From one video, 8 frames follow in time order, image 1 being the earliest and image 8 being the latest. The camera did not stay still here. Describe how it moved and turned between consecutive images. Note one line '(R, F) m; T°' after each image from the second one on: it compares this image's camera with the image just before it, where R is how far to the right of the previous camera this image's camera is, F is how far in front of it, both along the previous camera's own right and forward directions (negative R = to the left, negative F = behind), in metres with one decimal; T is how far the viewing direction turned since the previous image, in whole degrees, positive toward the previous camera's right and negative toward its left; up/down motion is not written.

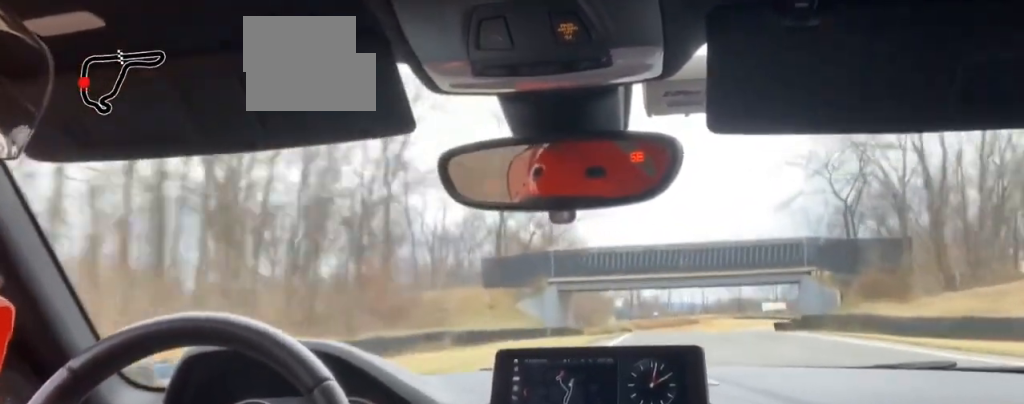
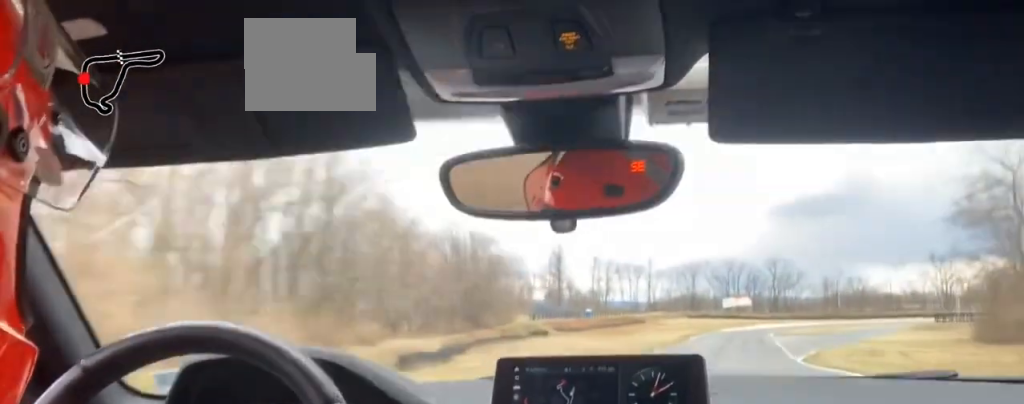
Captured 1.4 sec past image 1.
(0.0, +65.3) m; +1°
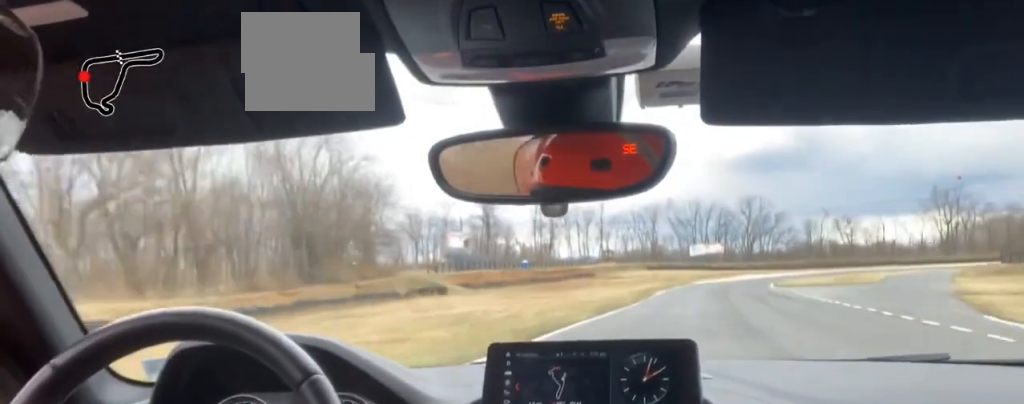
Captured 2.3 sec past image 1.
(+0.9, +40.7) m; +2°
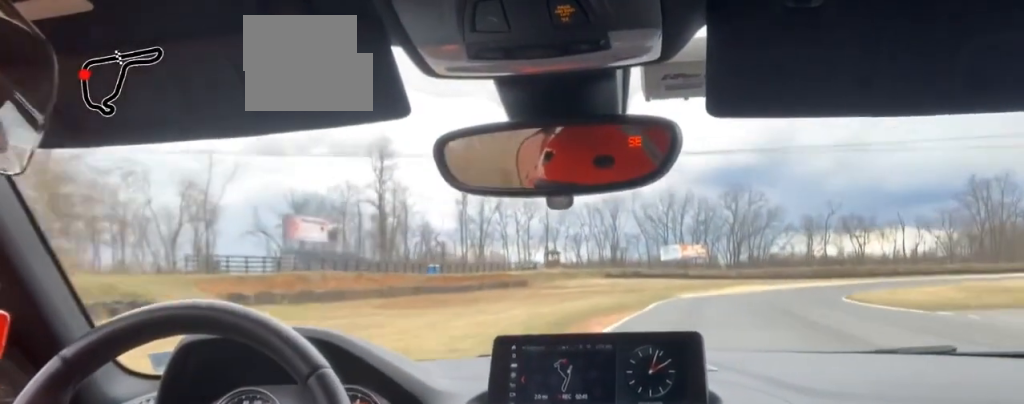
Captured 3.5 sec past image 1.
(+1.3, +51.0) m; +3°
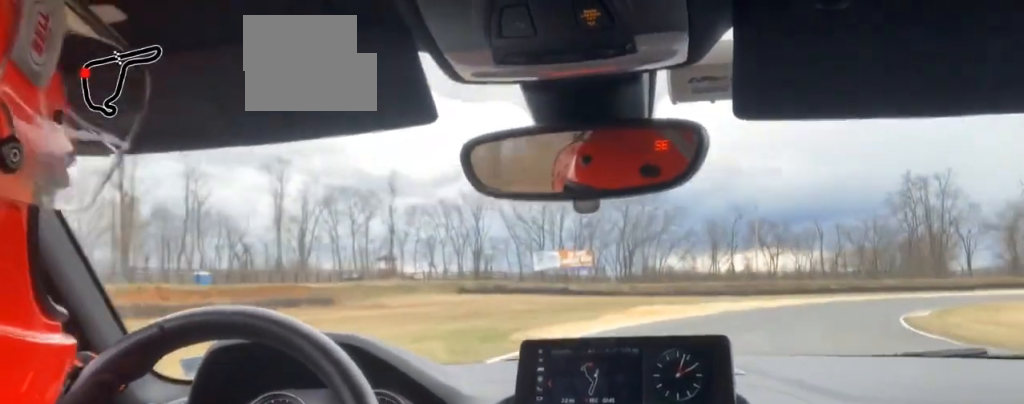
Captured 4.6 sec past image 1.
(+1.4, +42.1) m; +9°
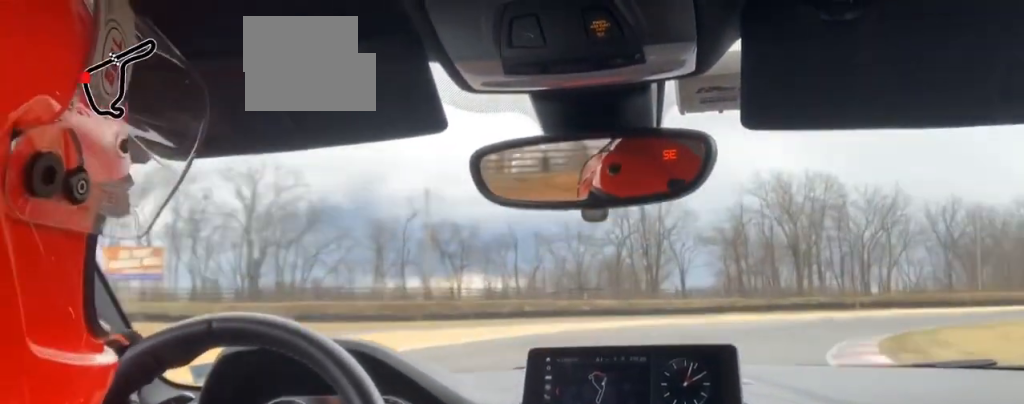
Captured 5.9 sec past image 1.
(+7.0, +44.9) m; +17°
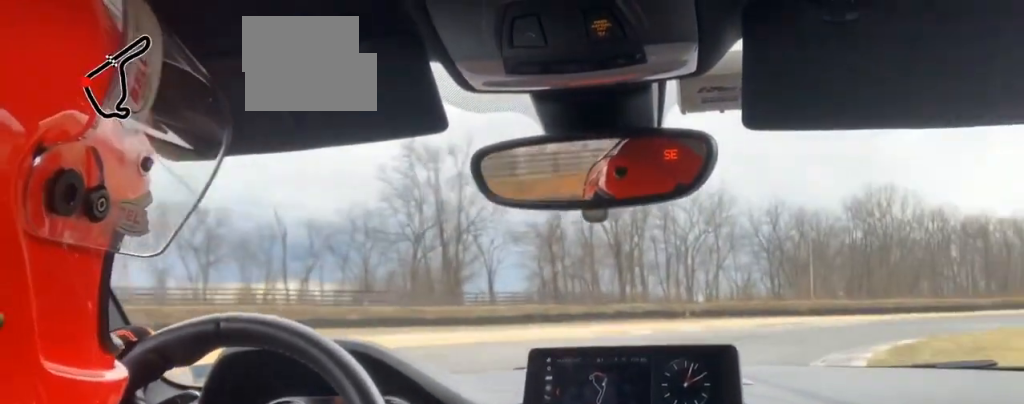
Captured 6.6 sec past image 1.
(-0.6, +22.4) m; +14°
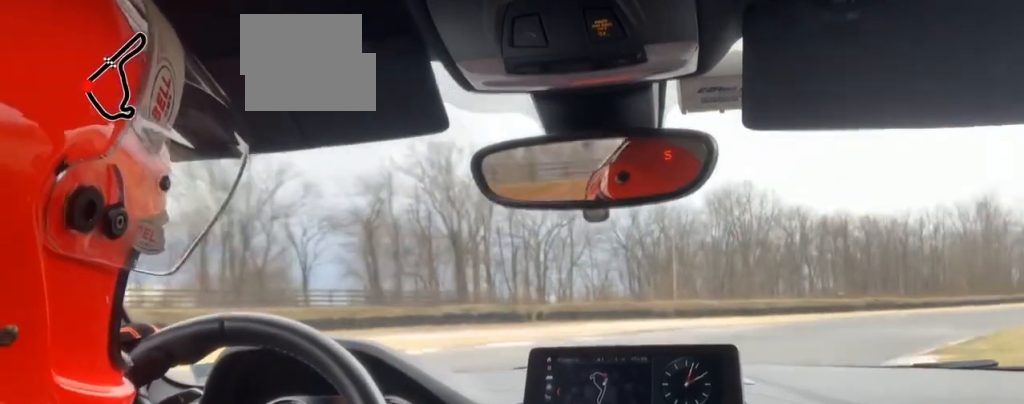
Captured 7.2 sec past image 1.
(+4.8, +16.9) m; +9°
